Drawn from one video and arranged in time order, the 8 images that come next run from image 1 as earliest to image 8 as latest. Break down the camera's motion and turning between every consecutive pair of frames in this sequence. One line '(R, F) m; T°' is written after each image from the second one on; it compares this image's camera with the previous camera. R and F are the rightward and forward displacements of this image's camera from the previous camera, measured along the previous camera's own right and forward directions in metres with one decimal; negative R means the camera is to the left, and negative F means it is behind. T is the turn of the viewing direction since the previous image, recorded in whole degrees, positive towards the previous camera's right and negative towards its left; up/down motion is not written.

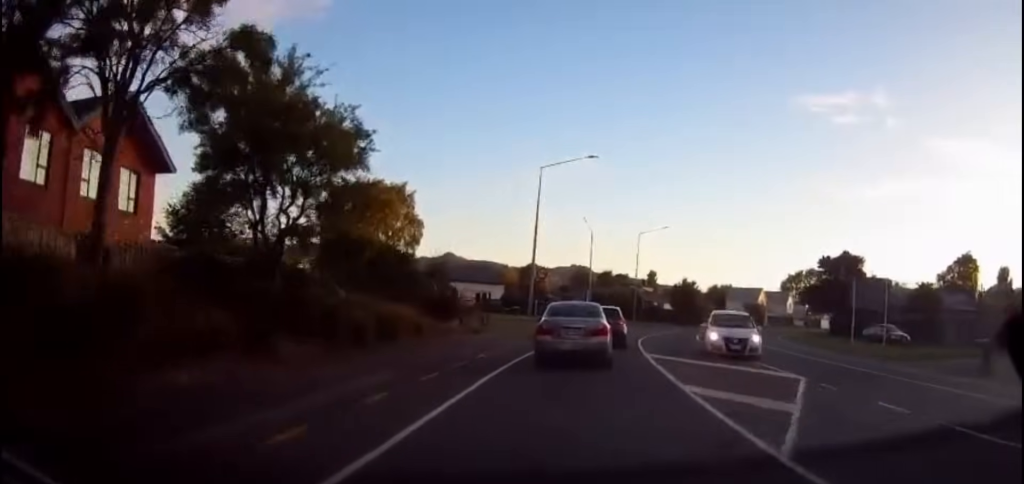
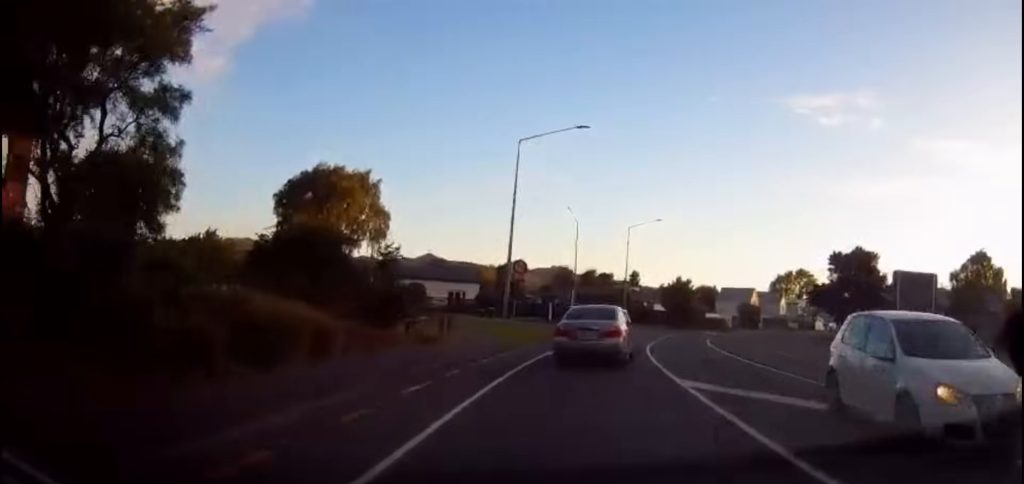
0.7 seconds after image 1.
(0.0, +7.1) m; +3°
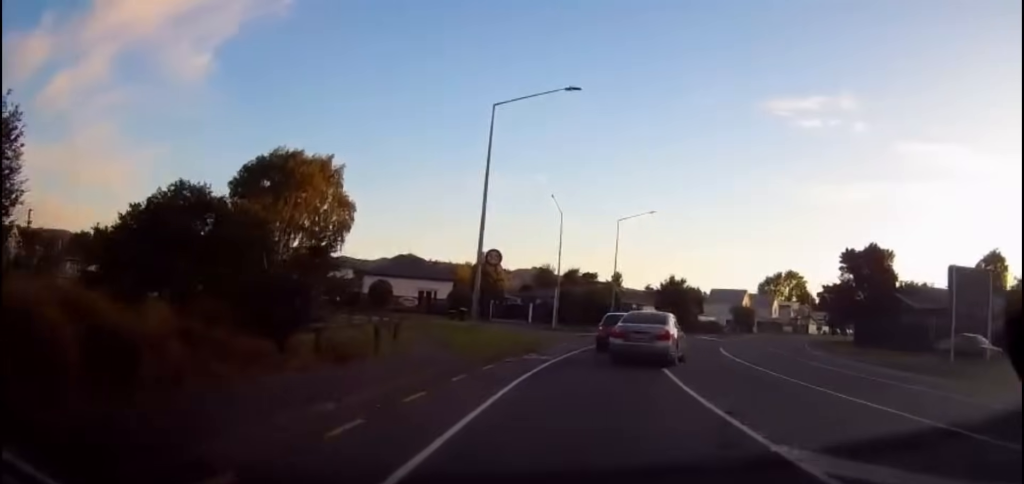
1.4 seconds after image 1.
(+0.5, +6.5) m; +4°
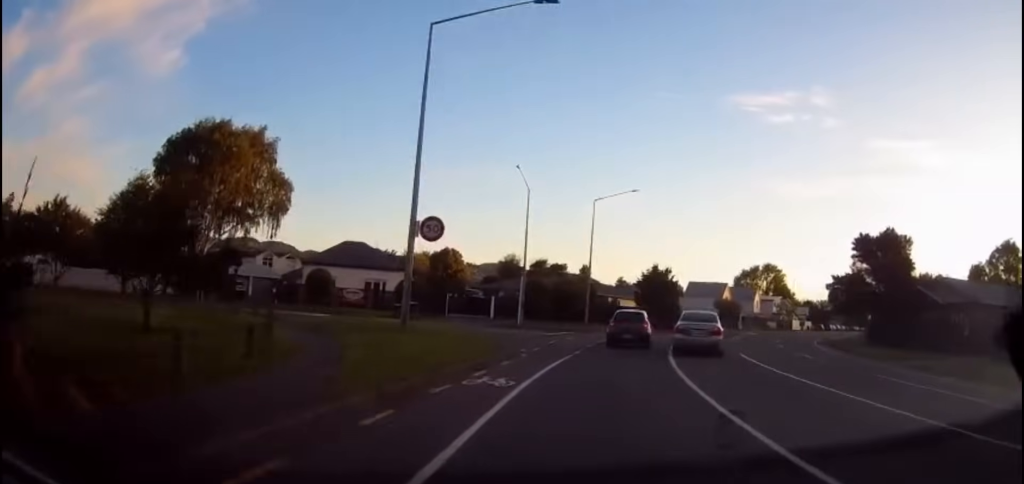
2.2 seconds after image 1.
(+0.2, +7.9) m; +1°
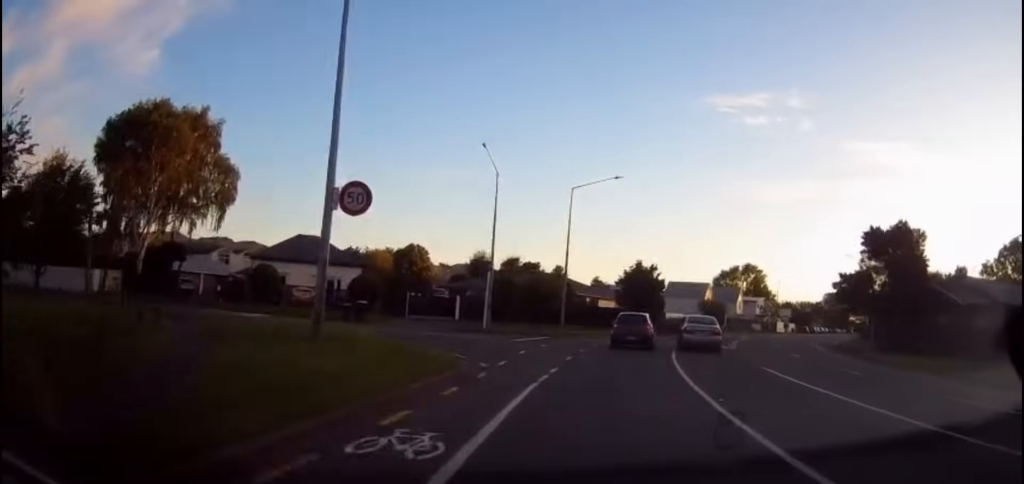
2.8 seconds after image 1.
(0.0, +5.6) m; +3°
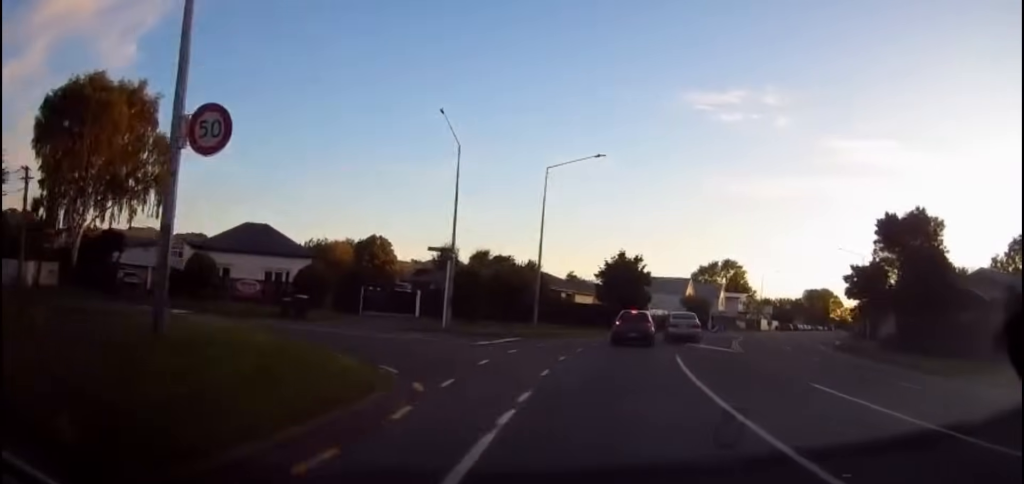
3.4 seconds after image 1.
(-0.2, +5.5) m; +5°
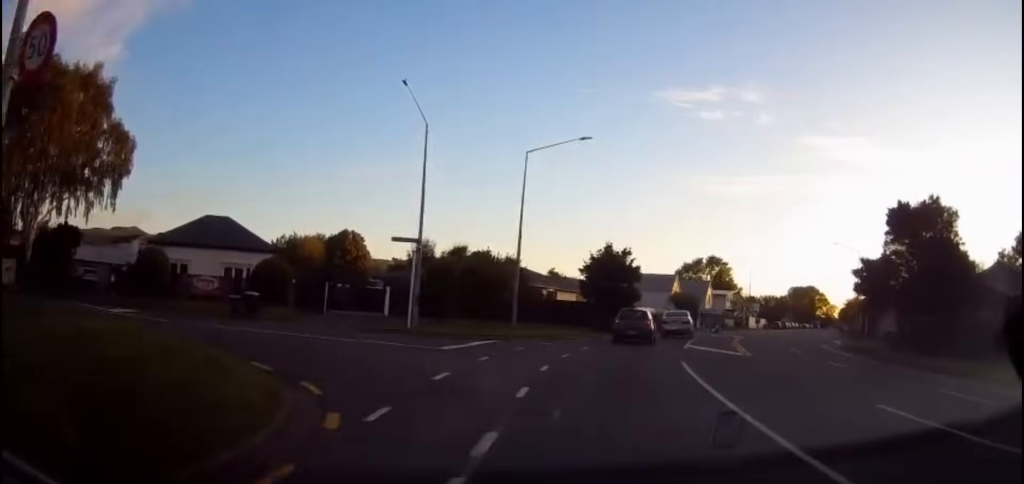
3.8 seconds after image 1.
(+0.3, +3.6) m; +3°
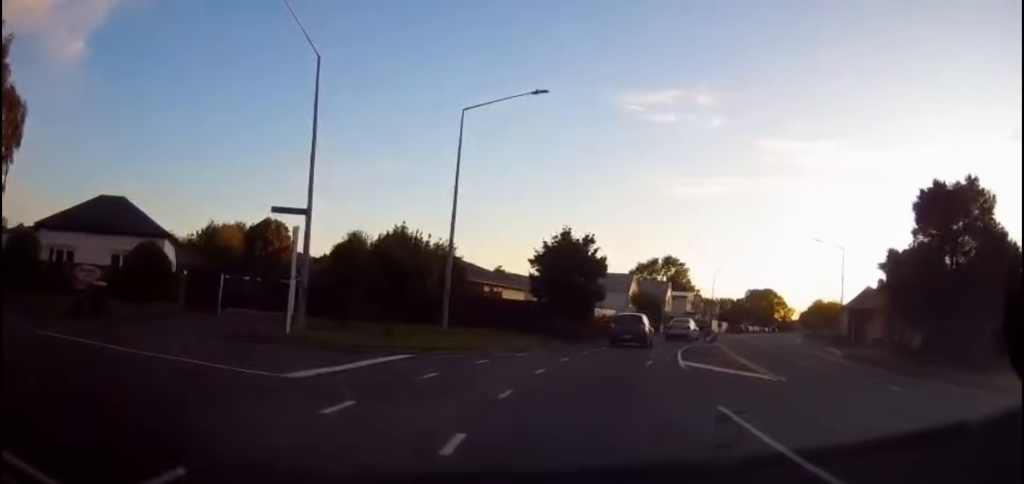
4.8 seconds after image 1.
(+0.9, +8.5) m; +4°
